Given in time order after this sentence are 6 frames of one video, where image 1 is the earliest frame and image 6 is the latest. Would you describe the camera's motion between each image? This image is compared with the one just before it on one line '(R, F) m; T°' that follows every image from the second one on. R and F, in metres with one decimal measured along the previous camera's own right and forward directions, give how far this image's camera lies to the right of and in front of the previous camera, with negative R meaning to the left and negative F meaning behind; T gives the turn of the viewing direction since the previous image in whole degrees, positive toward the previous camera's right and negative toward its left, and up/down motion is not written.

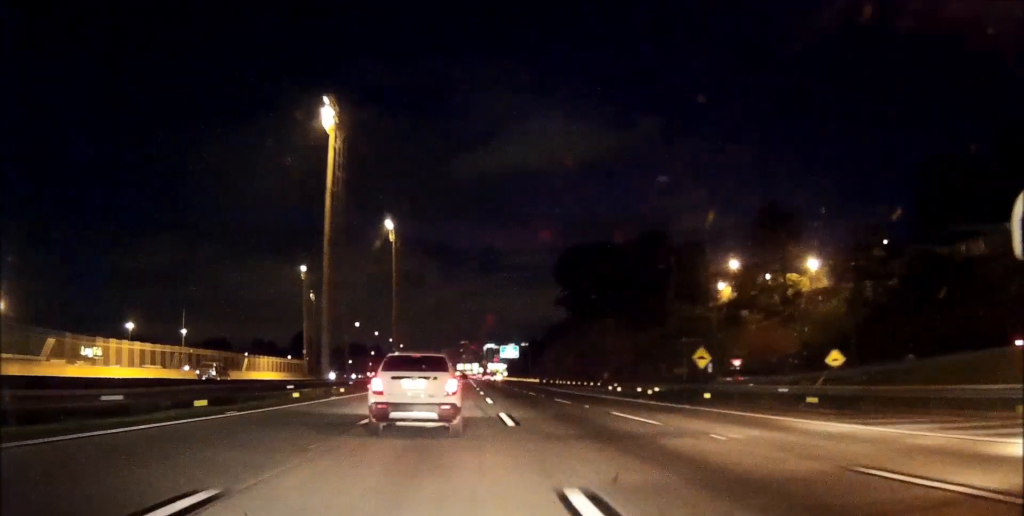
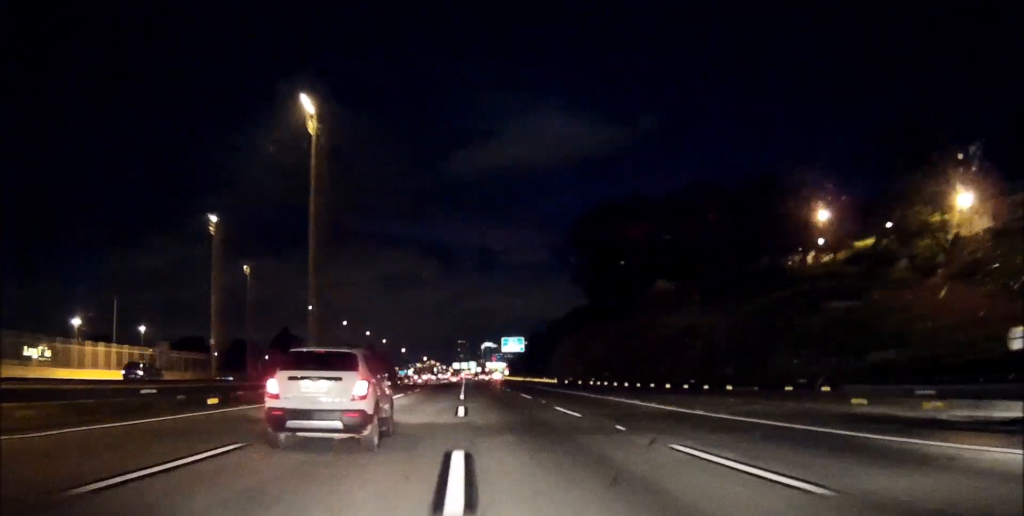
(0.0, +43.5) m; 0°
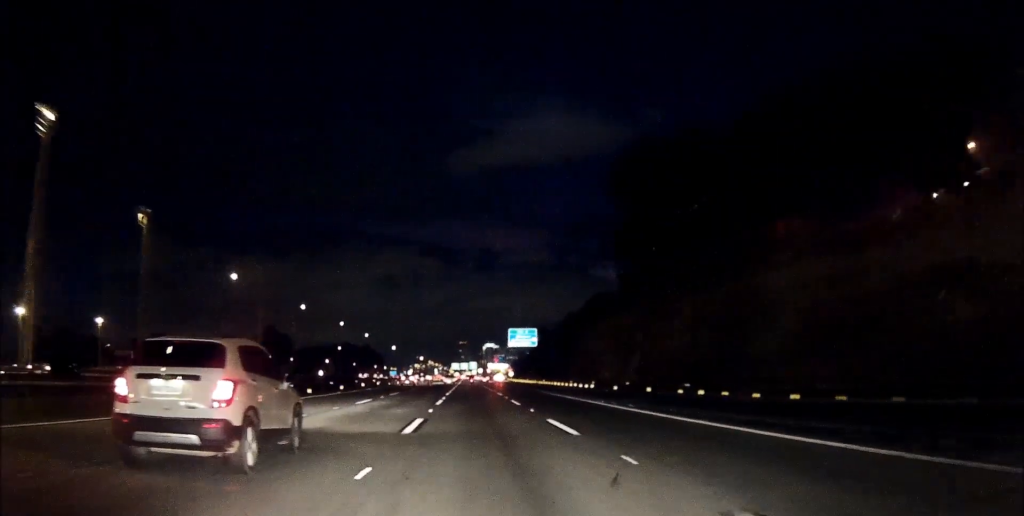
(-0.2, +38.8) m; -1°
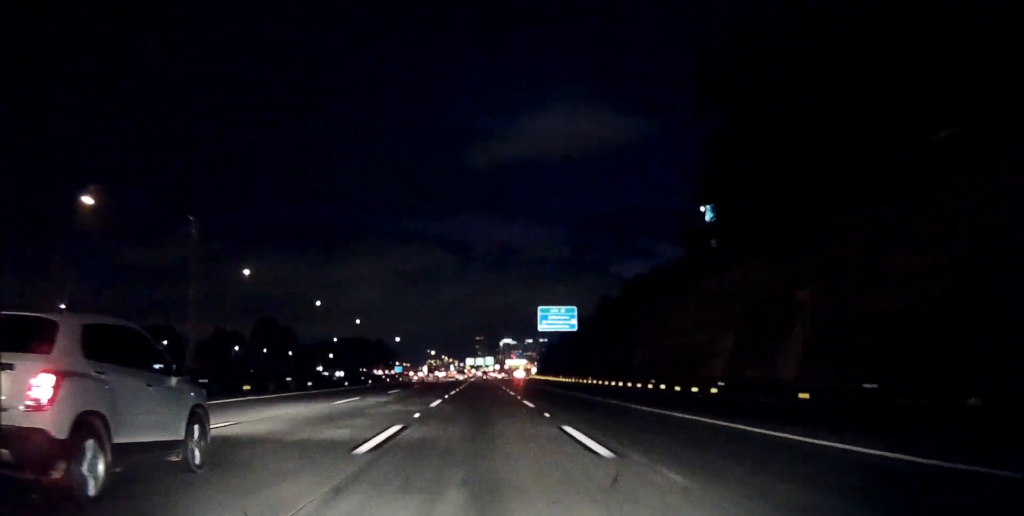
(-0.2, +37.6) m; -1°
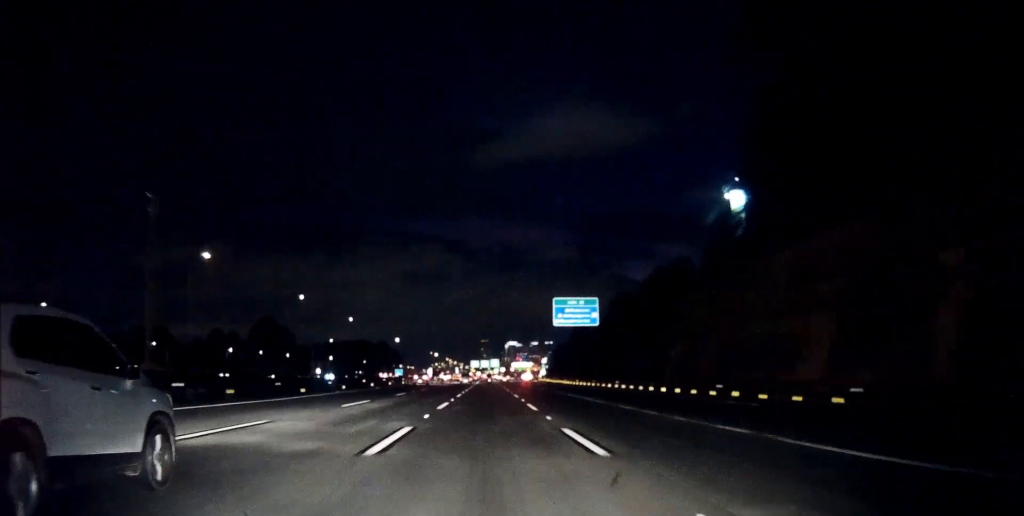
(-0.1, +14.7) m; 0°
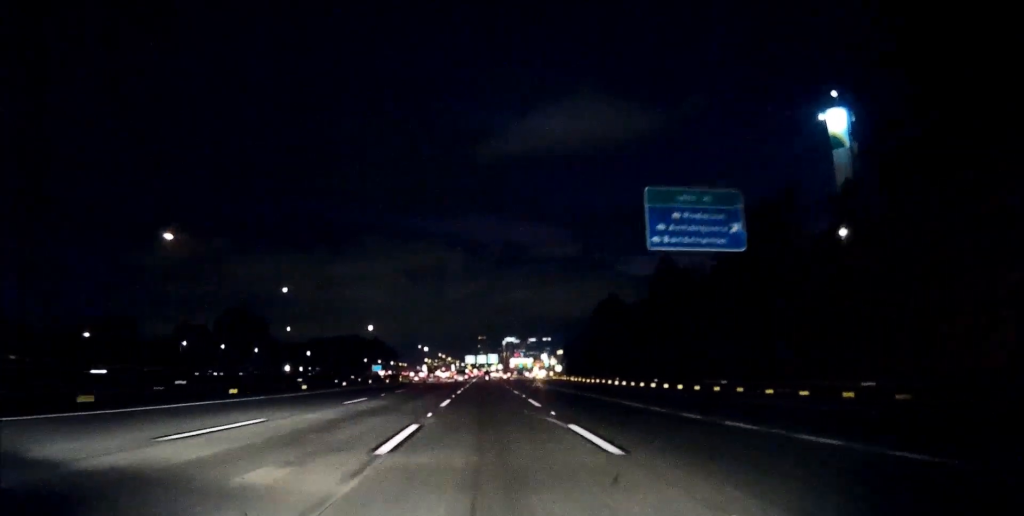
(-0.1, +48.9) m; 0°
